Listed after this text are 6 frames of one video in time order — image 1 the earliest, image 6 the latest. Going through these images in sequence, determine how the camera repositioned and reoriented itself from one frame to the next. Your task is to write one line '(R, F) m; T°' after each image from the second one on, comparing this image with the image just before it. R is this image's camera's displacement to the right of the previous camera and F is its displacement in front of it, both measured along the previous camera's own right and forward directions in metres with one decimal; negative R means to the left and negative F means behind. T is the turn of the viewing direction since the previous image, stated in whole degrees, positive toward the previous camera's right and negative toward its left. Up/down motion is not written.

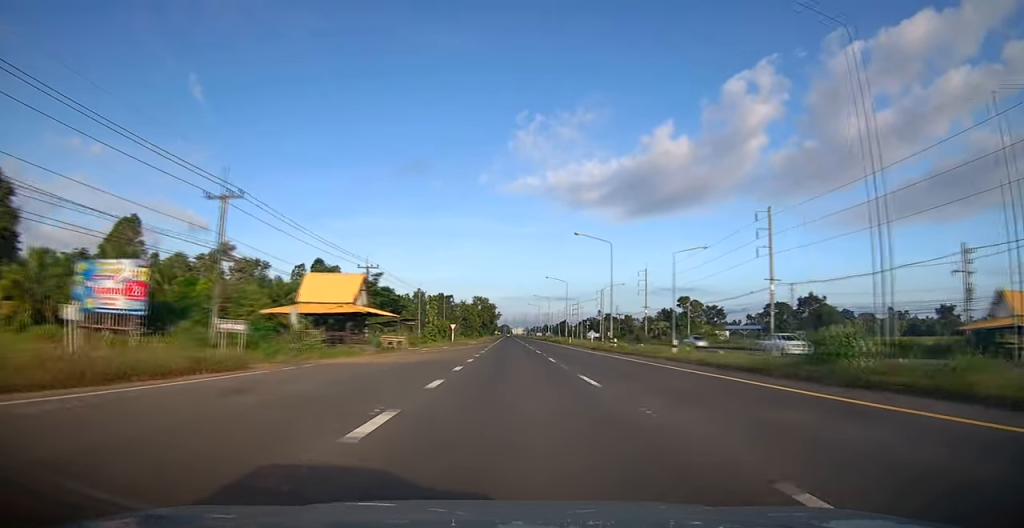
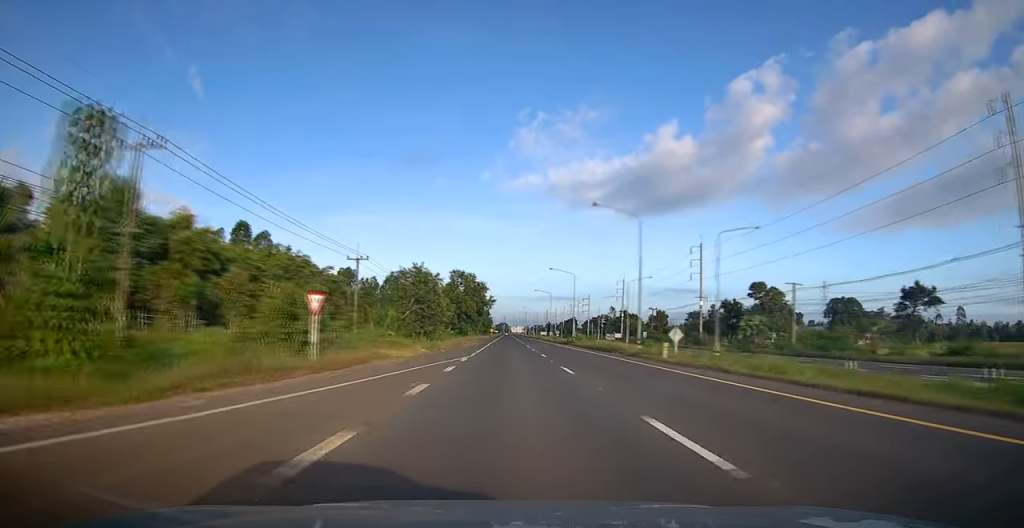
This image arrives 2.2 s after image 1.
(-0.3, +44.6) m; 0°
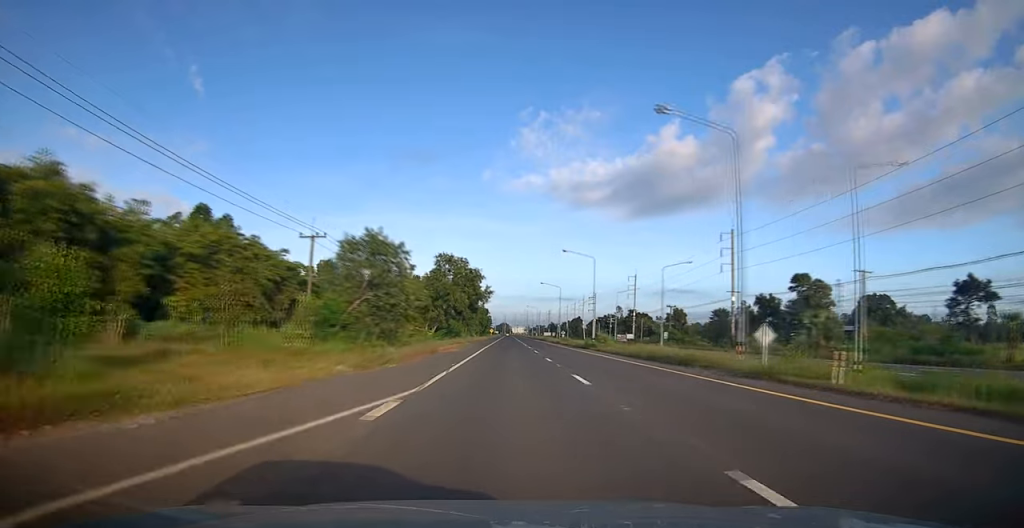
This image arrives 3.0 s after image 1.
(+0.2, +15.4) m; 0°
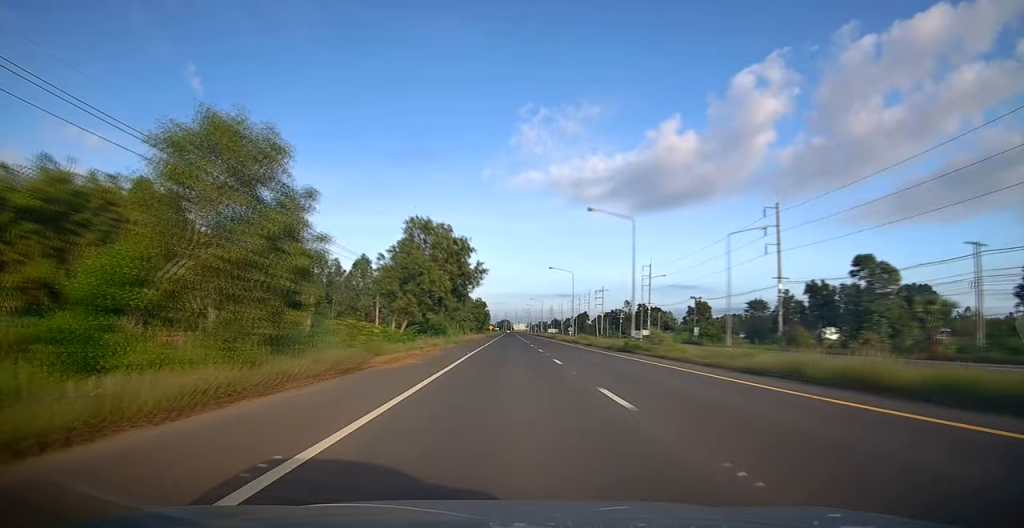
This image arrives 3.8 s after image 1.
(0.0, +17.1) m; 0°
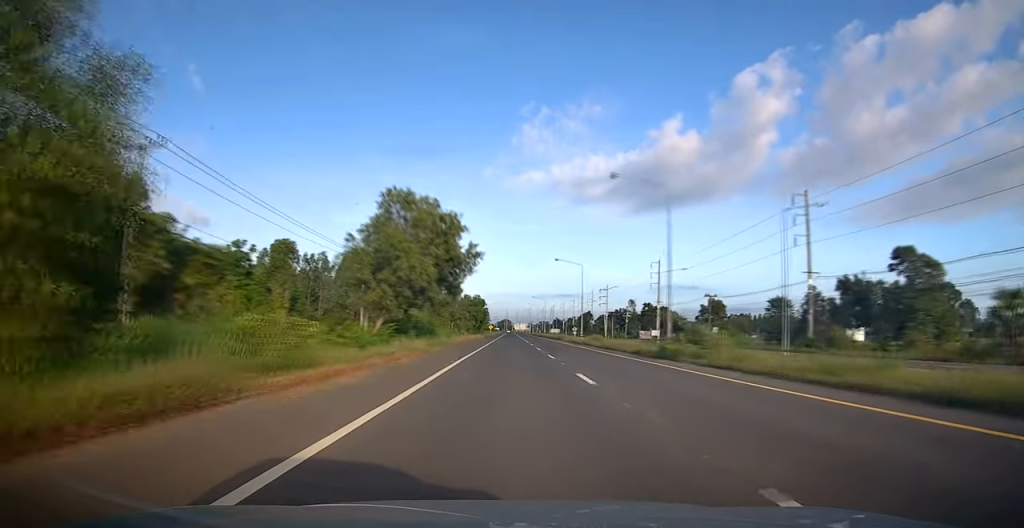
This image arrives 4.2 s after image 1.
(-0.2, +8.1) m; 0°
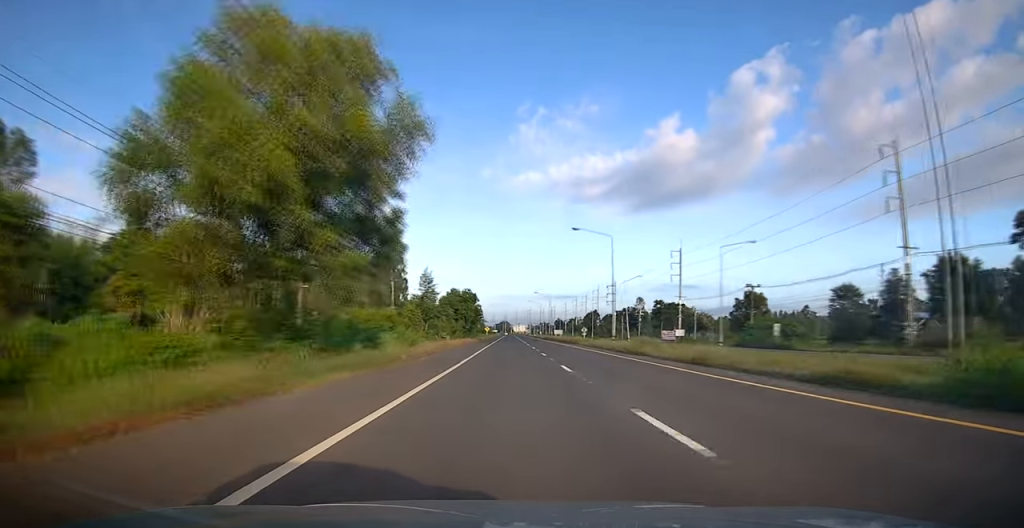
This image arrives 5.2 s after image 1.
(+0.3, +19.4) m; +1°
